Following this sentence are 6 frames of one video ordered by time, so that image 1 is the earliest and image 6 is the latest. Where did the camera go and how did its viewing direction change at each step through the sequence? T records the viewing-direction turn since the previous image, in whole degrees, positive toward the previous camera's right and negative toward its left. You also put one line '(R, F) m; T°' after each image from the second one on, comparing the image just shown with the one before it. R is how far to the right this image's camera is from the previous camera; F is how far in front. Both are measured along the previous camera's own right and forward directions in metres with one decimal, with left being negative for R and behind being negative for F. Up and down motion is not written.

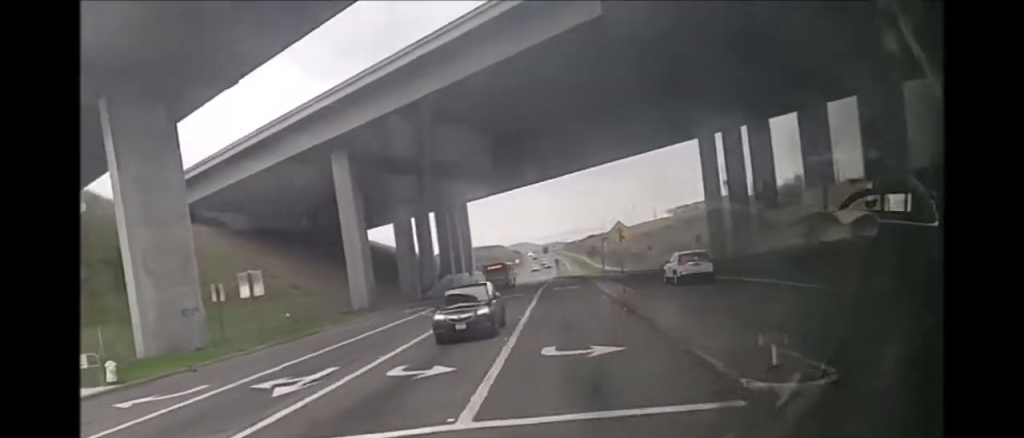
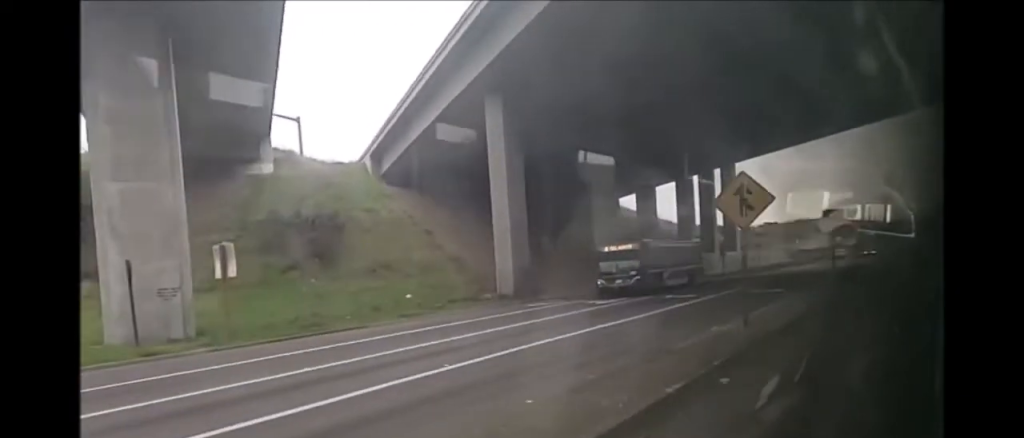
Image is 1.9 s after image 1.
(-5.3, +16.0) m; -26°
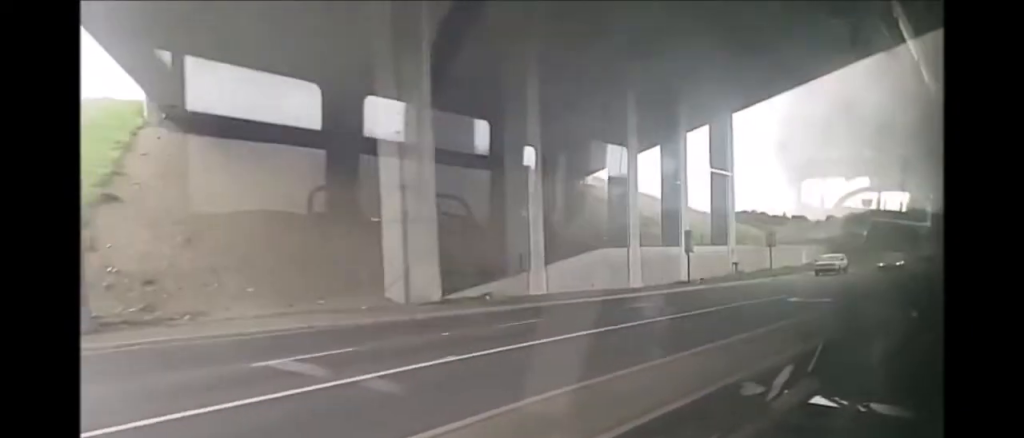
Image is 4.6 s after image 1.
(-7.9, +26.3) m; -20°
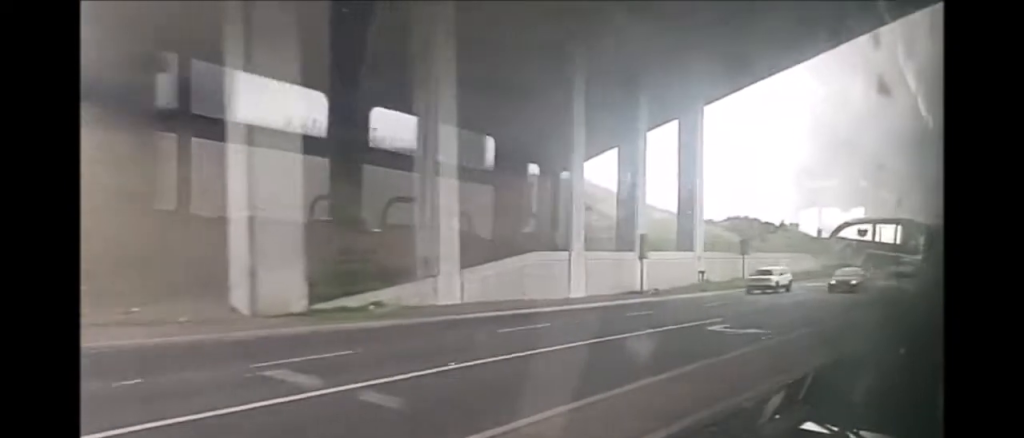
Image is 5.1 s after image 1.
(0.0, +6.9) m; 0°
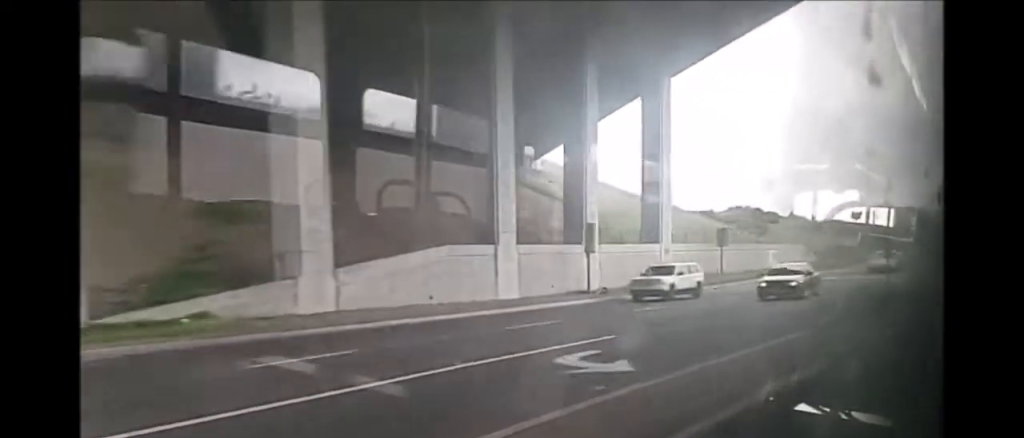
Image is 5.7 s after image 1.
(+0.1, +7.5) m; -6°
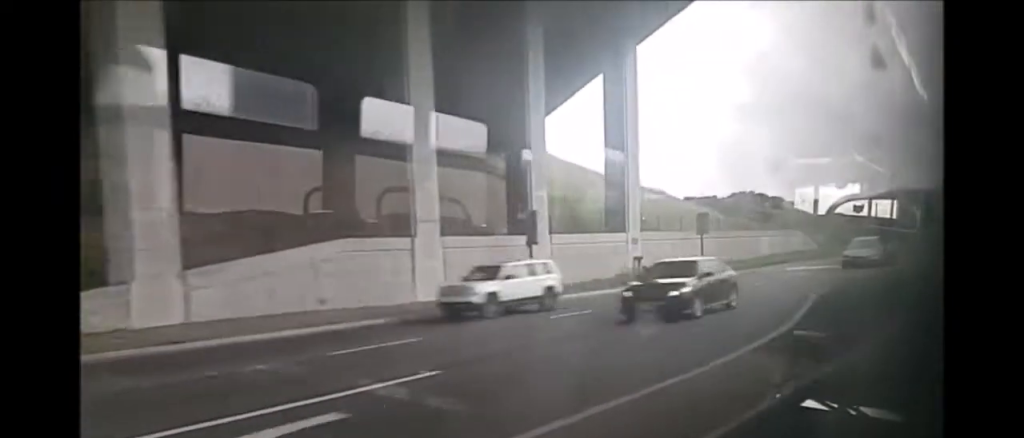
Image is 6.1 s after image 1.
(+0.6, +5.7) m; -4°
